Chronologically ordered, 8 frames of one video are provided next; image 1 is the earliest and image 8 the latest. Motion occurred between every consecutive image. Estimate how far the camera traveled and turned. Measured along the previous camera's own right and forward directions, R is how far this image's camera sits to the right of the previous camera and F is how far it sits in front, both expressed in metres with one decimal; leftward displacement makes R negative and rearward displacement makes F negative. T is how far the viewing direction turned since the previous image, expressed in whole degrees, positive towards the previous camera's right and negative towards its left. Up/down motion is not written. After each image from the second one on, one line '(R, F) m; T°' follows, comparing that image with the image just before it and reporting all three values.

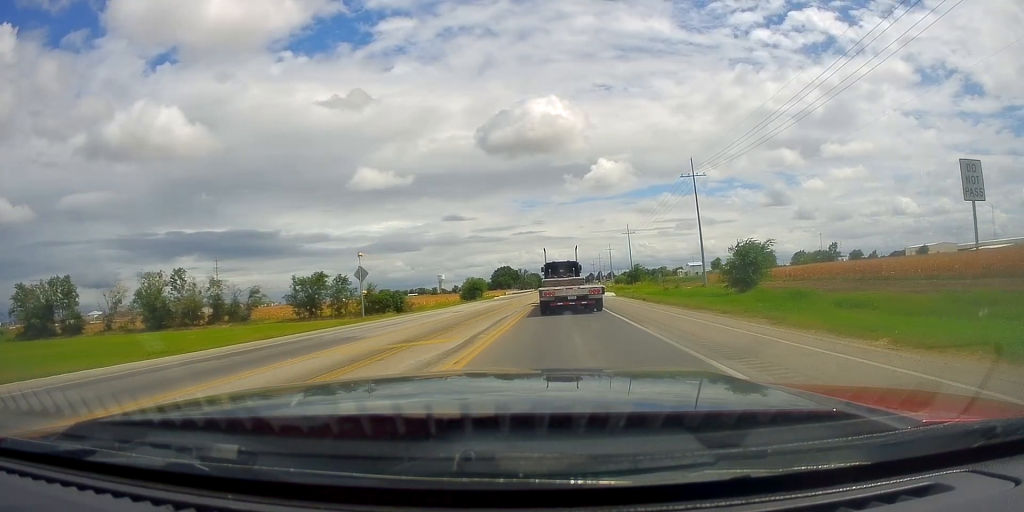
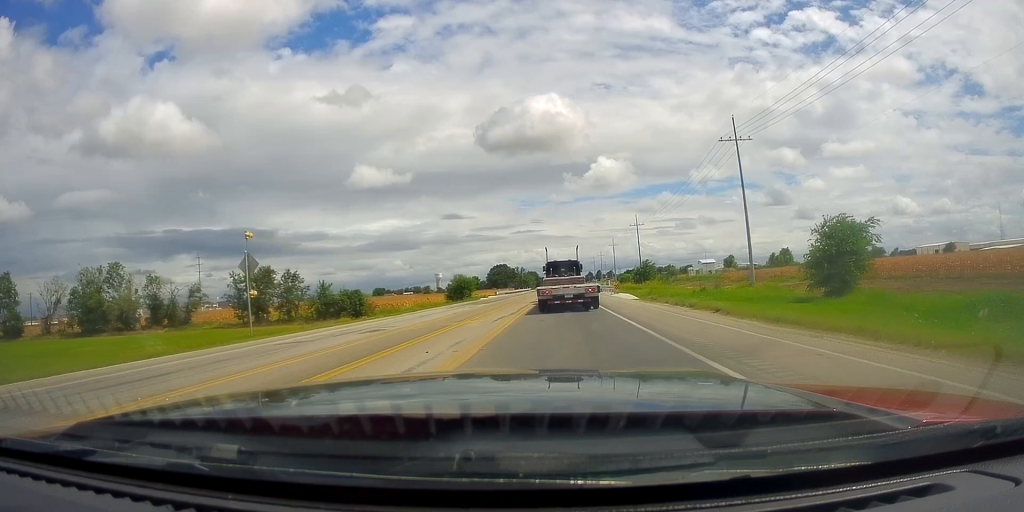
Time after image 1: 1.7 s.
(0.0, +16.6) m; 0°
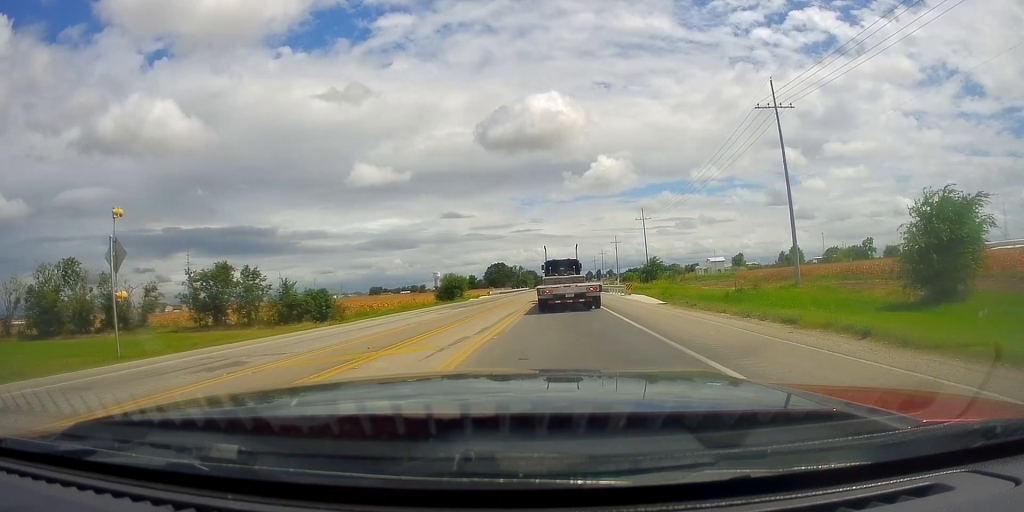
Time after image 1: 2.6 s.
(0.0, +9.9) m; 0°
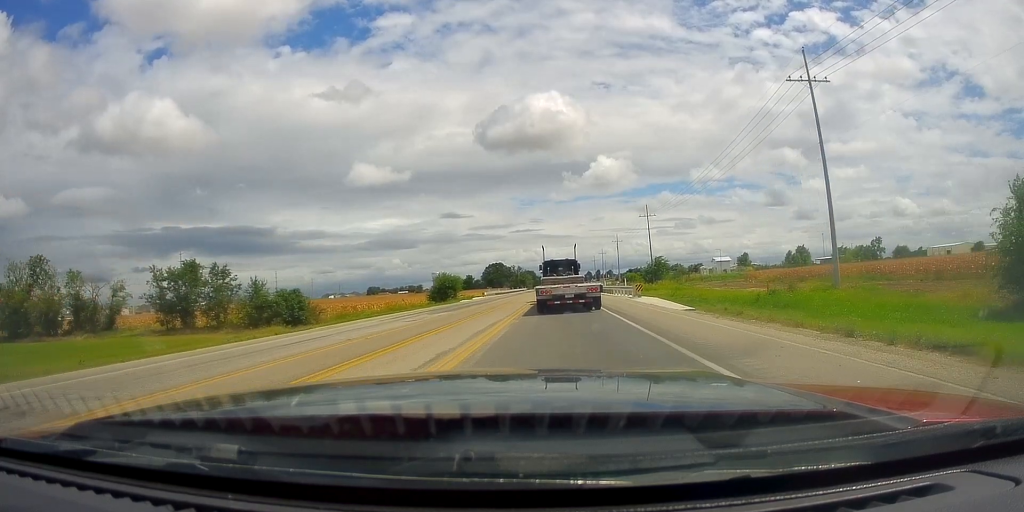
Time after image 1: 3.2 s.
(0.0, +6.4) m; 0°
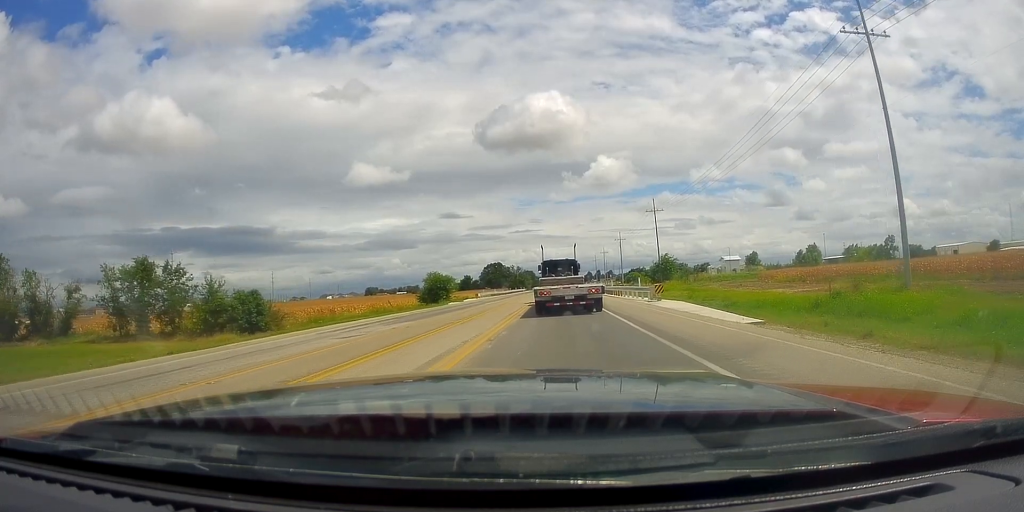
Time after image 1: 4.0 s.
(0.0, +8.2) m; 0°
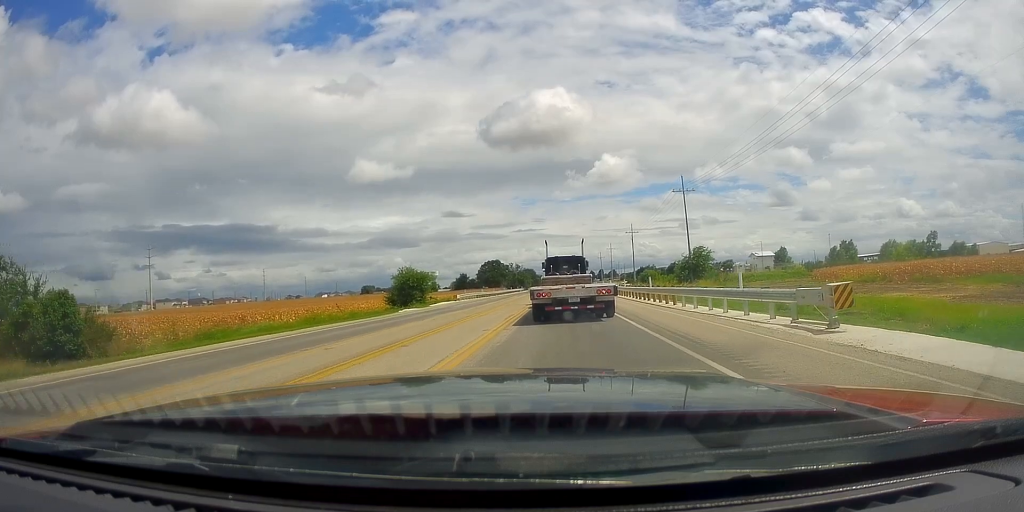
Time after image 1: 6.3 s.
(0.0, +22.9) m; 0°
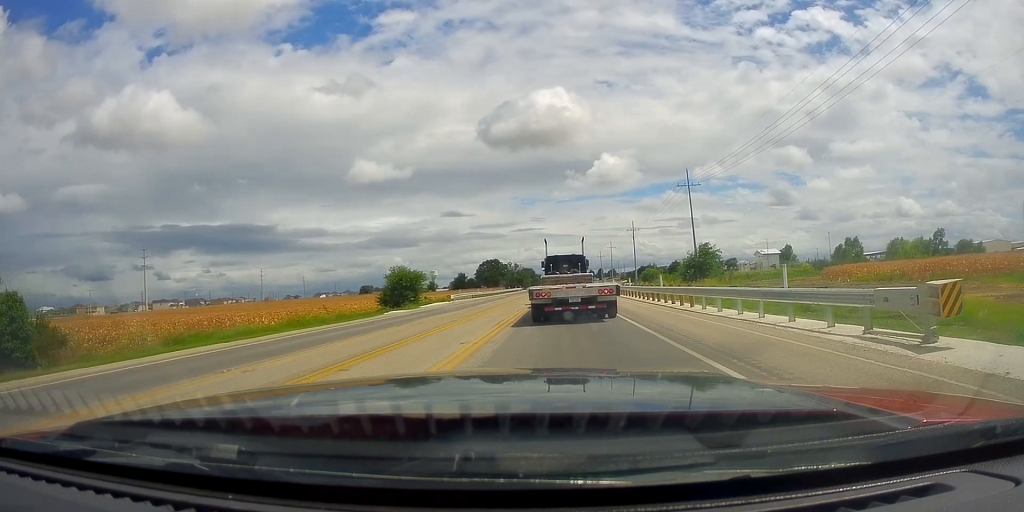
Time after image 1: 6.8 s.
(0.0, +4.0) m; 0°
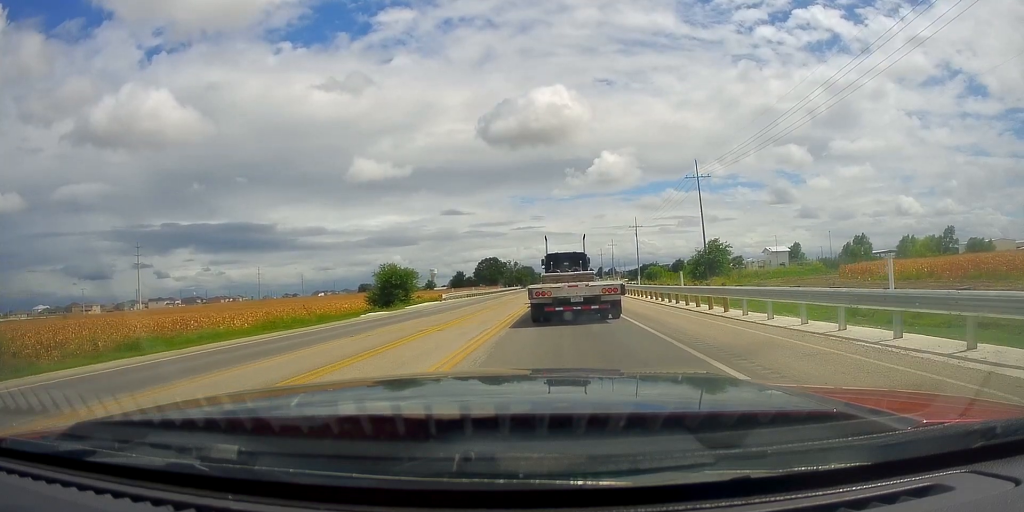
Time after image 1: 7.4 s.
(0.0, +5.5) m; 0°
